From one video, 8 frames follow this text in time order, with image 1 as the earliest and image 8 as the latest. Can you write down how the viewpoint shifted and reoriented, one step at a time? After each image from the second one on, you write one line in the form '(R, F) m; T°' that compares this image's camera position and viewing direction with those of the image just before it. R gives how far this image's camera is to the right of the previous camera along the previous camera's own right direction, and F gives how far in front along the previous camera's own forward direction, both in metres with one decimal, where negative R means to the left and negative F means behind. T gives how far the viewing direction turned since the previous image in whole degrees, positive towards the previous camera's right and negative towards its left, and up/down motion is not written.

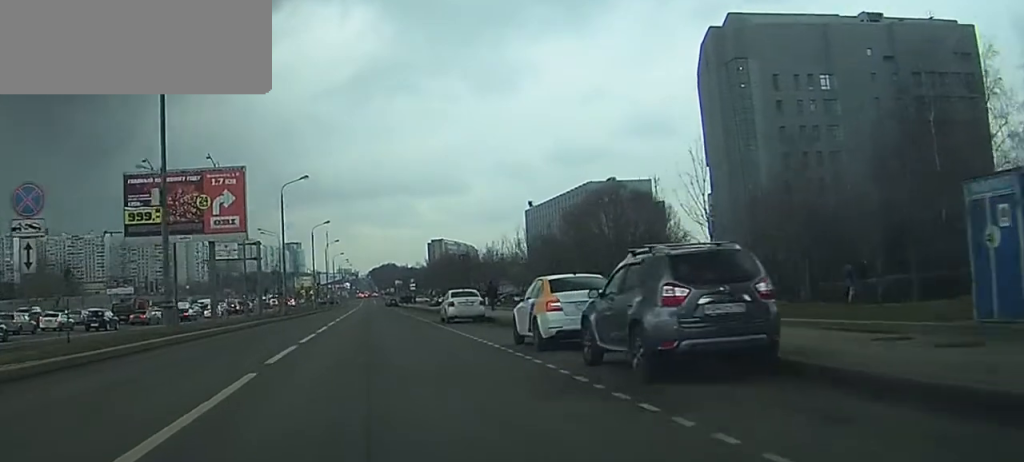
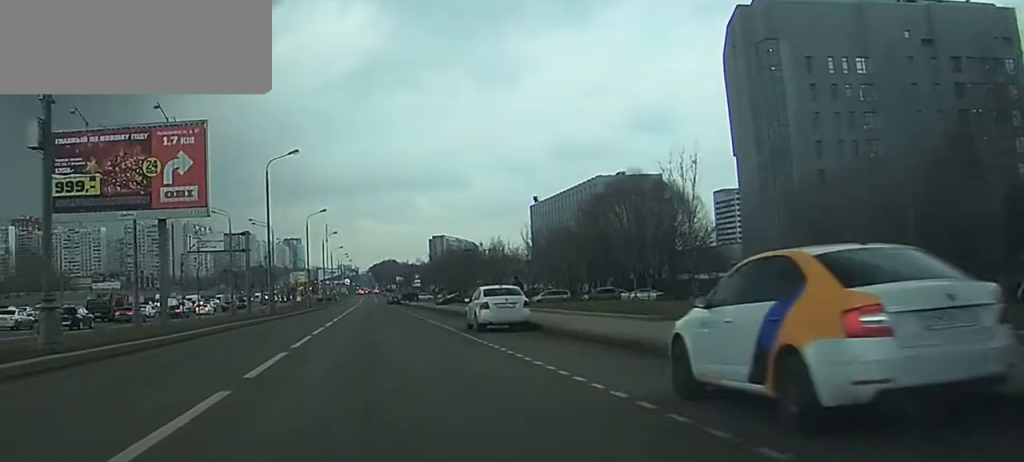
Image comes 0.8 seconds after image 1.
(0.0, +10.0) m; 0°
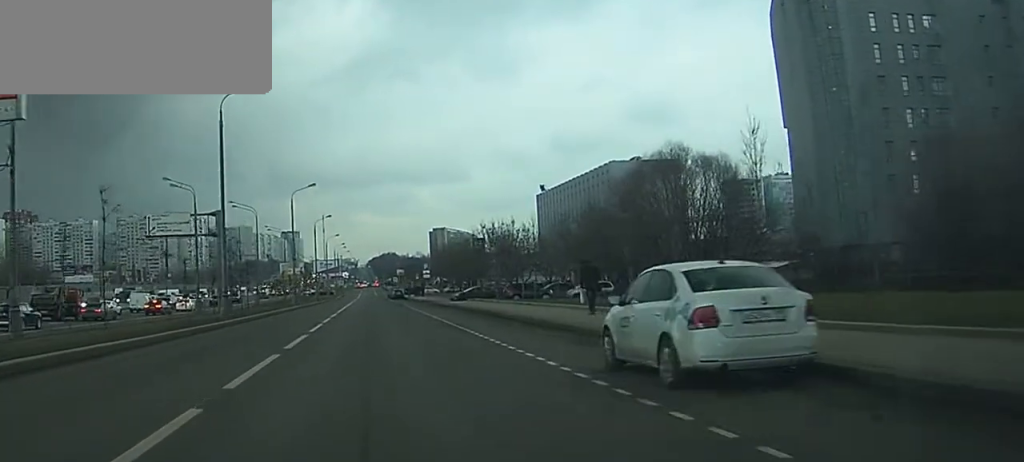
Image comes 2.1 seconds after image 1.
(+0.1, +19.4) m; +1°
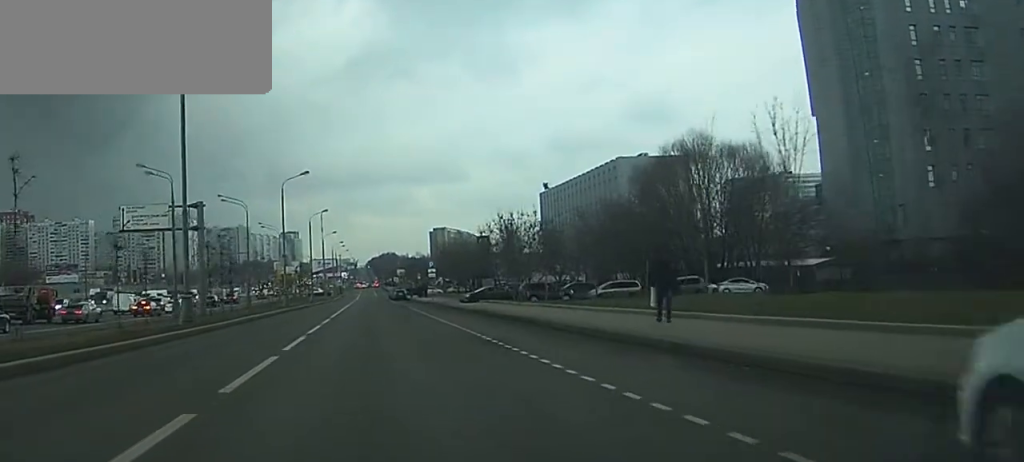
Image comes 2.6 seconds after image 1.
(0.0, +9.4) m; 0°
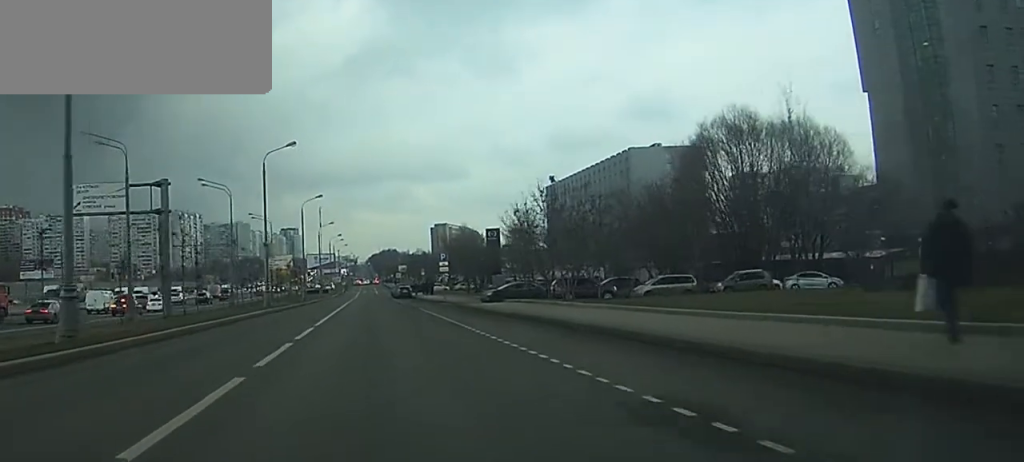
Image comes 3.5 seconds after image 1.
(0.0, +13.8) m; 0°
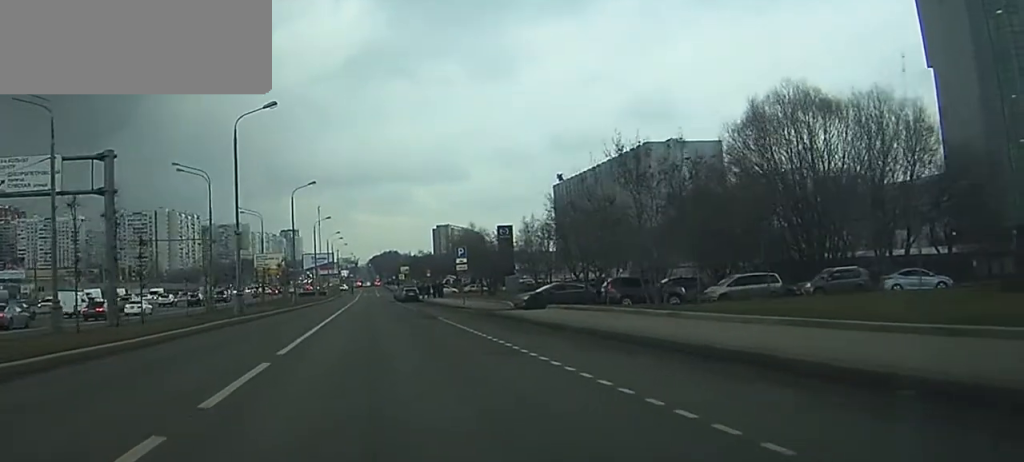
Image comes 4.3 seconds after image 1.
(0.0, +13.7) m; 0°
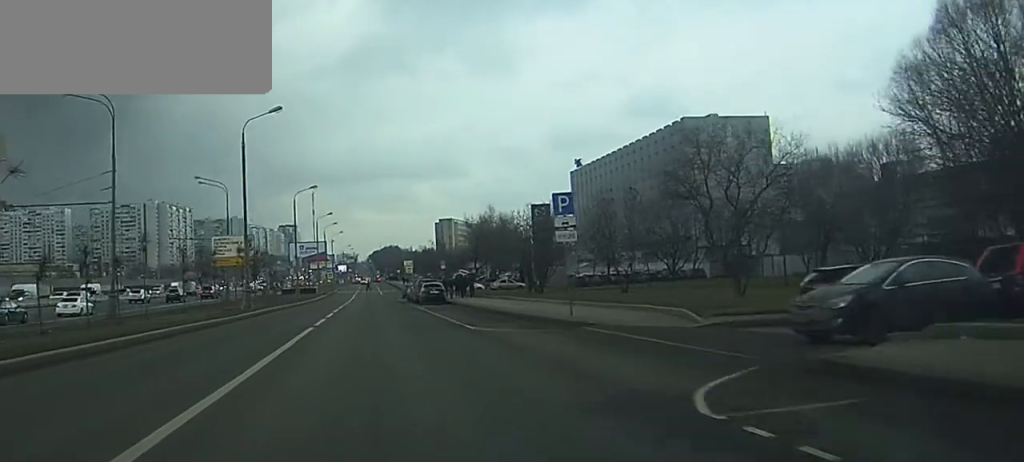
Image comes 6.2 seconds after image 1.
(0.0, +30.9) m; 0°
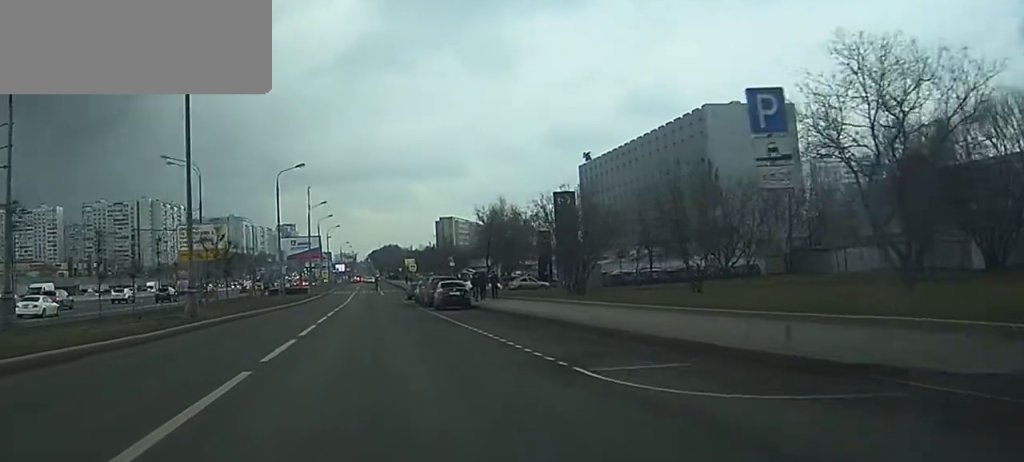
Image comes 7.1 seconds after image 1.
(0.0, +14.7) m; 0°
